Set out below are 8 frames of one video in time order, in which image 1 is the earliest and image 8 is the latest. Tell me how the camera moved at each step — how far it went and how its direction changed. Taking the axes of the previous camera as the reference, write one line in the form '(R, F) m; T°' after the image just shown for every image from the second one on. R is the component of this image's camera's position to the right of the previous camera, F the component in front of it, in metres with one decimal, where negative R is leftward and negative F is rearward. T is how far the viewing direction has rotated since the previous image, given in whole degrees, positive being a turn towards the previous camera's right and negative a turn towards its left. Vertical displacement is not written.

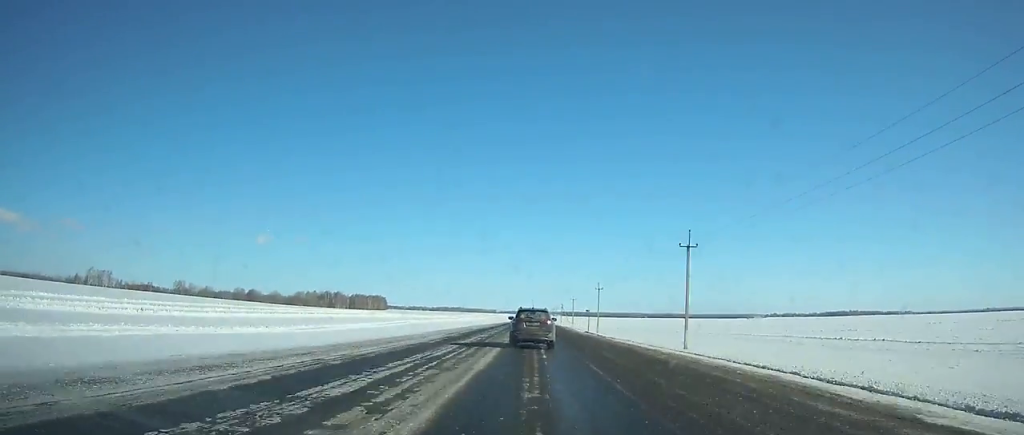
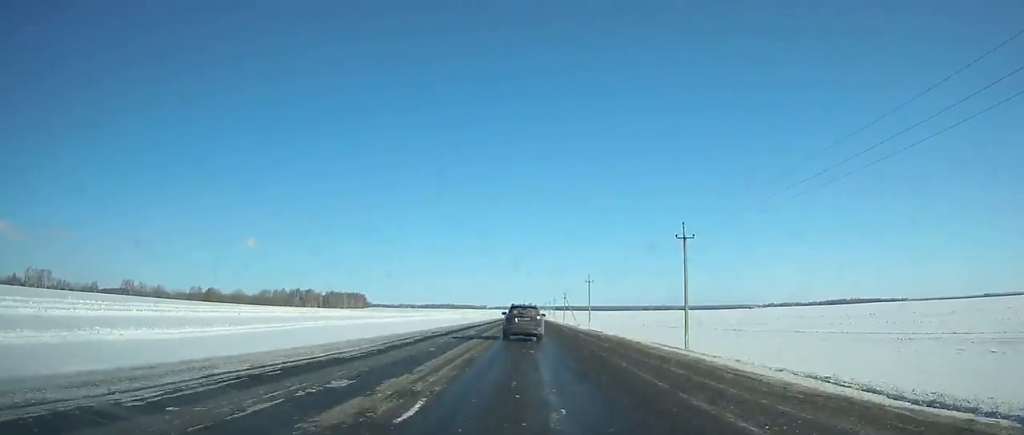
(+0.8, +65.4) m; 0°
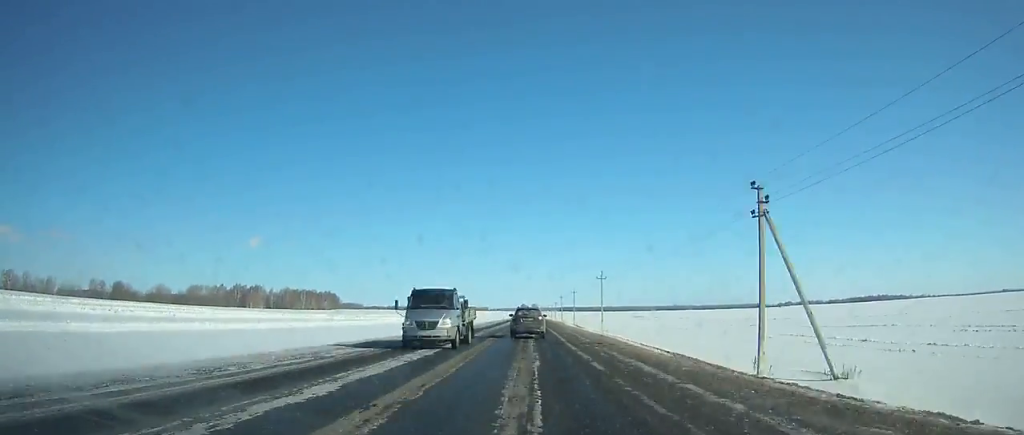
(-1.0, +136.3) m; 0°
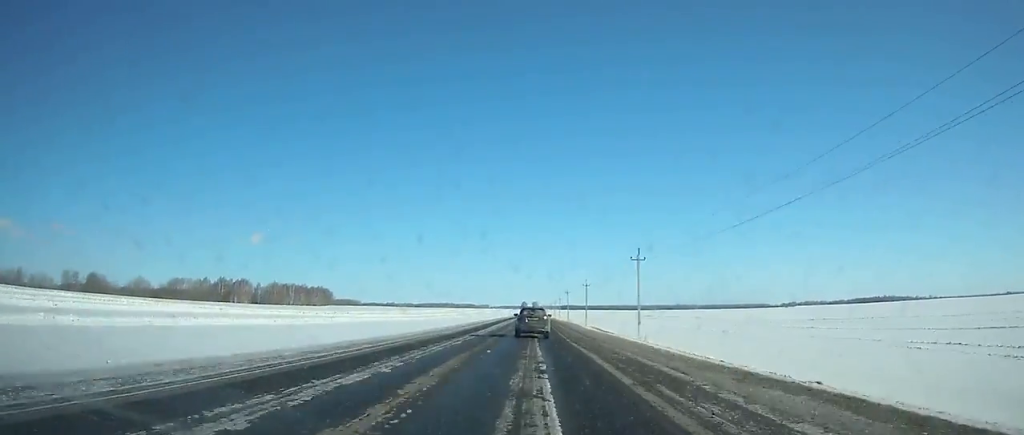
(+0.2, +27.2) m; 0°
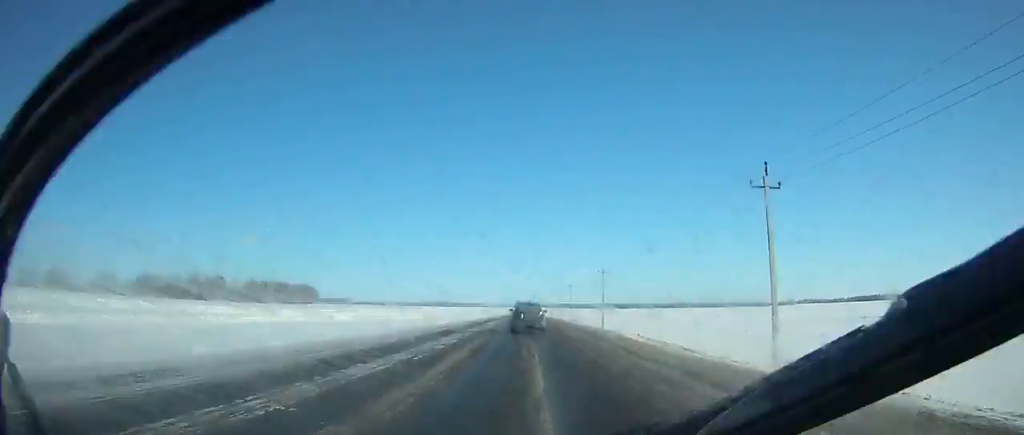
(+0.1, +33.5) m; 0°
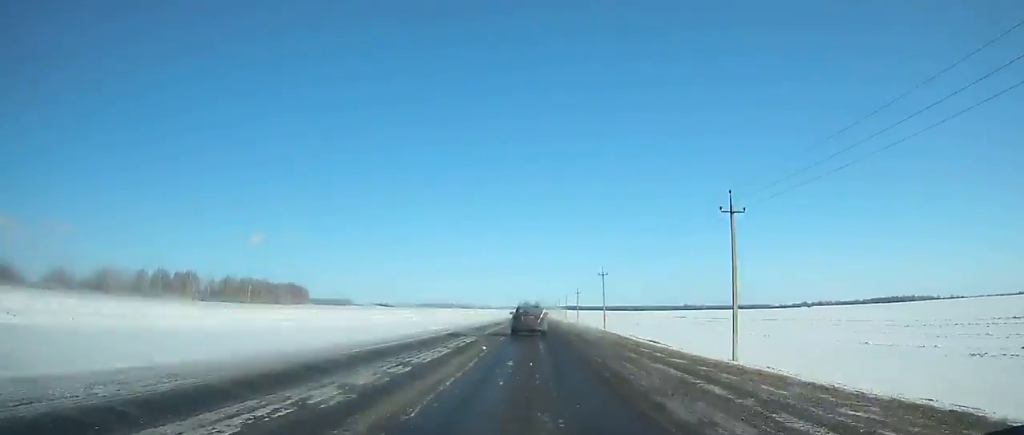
(+0.4, +50.4) m; 0°
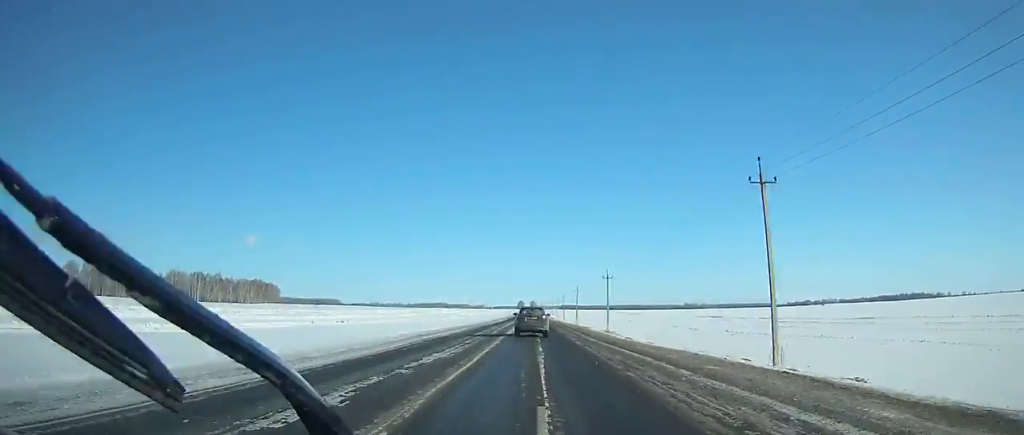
(-0.4, +64.6) m; 0°
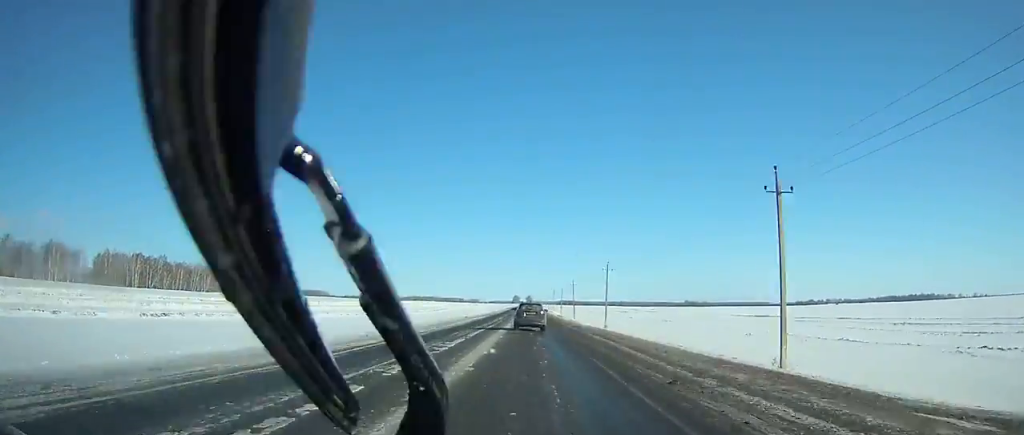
(0.0, +60.0) m; 0°
